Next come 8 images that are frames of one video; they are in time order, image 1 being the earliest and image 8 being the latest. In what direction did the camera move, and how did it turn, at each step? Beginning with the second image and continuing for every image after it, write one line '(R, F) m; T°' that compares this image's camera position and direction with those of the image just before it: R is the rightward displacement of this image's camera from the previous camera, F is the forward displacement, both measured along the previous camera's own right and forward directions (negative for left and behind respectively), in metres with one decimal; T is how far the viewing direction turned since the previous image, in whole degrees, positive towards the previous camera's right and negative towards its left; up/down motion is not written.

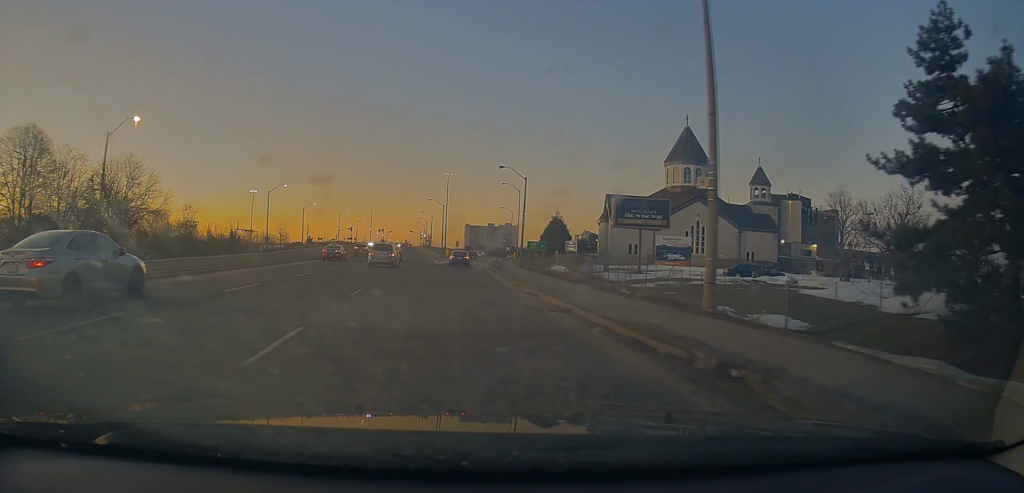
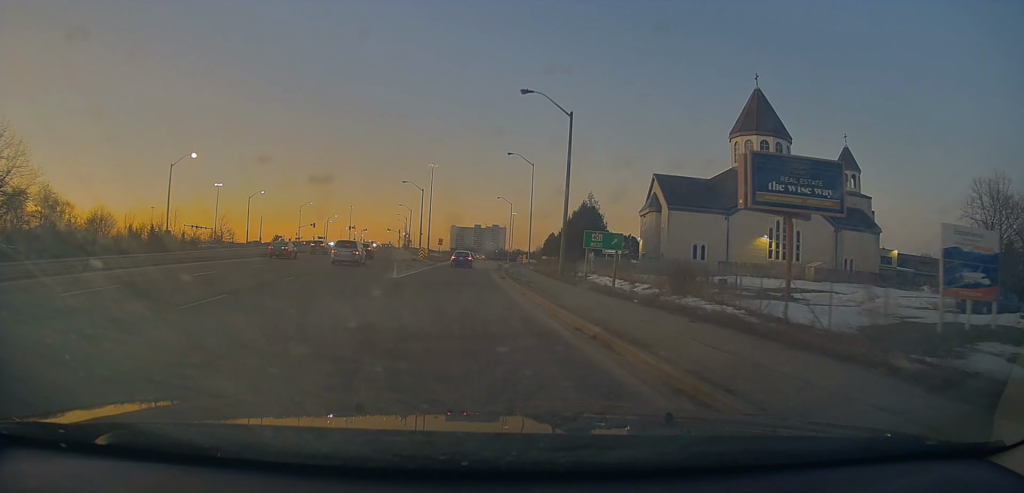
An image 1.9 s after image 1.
(+0.5, +31.2) m; +1°
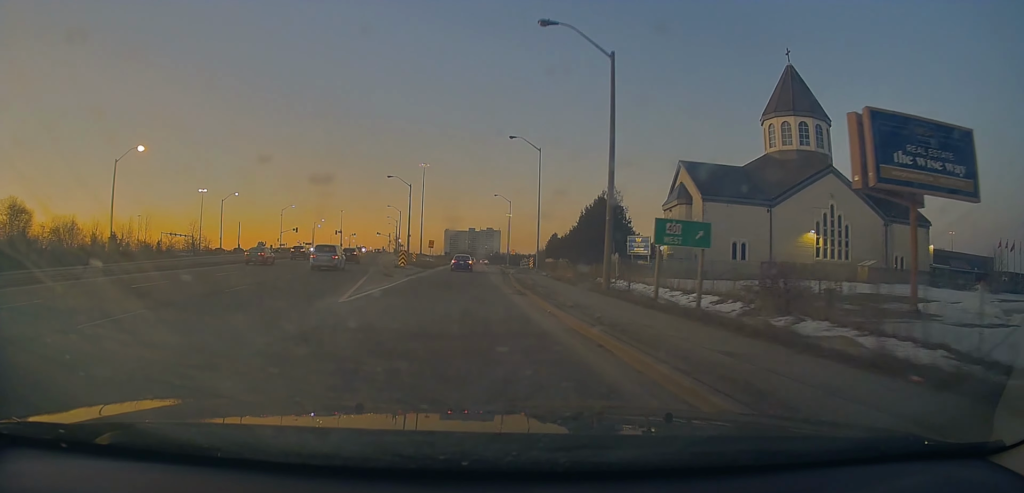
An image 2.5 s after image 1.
(0.0, +11.0) m; 0°
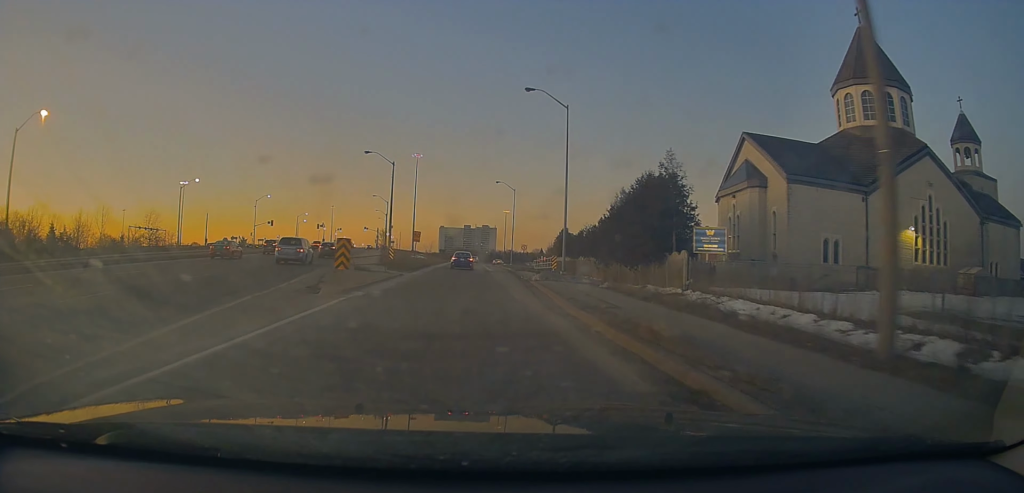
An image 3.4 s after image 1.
(-0.2, +16.1) m; +1°
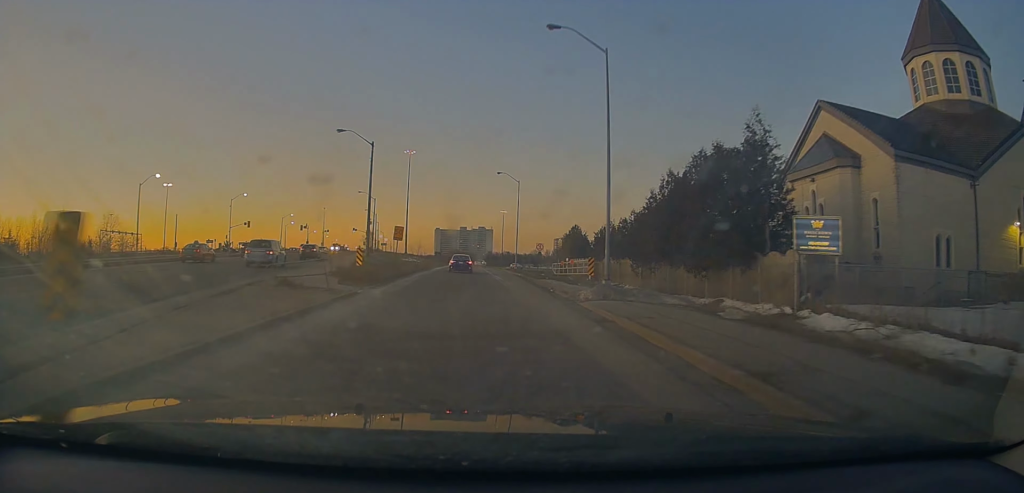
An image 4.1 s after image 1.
(+0.4, +12.8) m; +1°
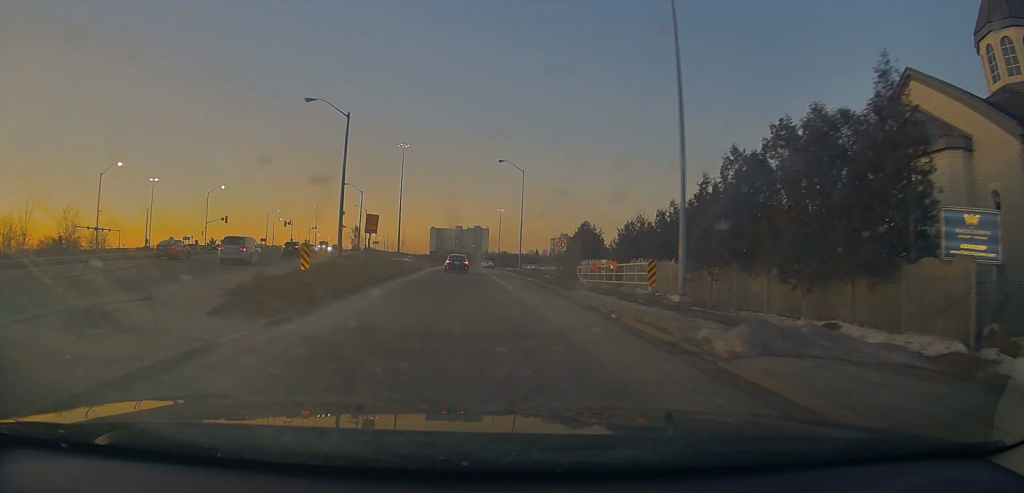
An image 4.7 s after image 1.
(0.0, +10.2) m; +1°
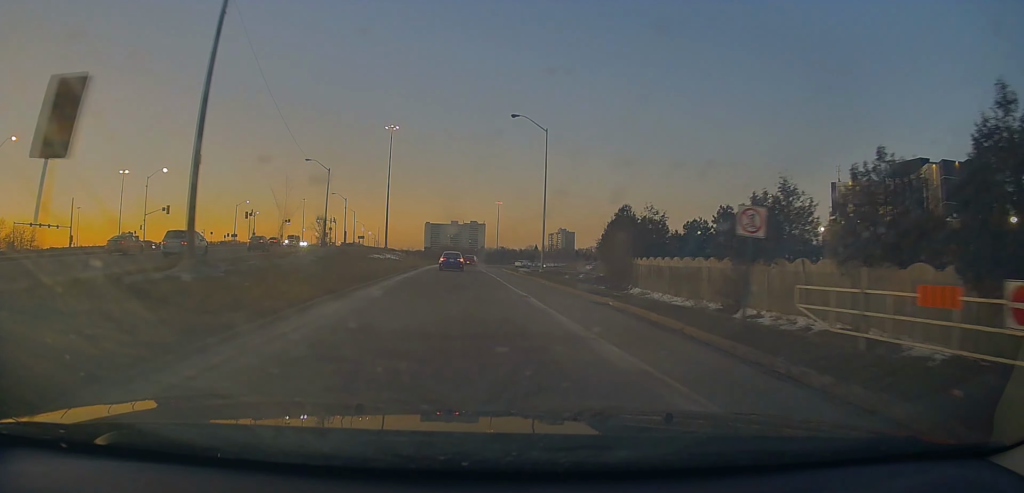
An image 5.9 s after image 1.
(+0.3, +22.2) m; +1°
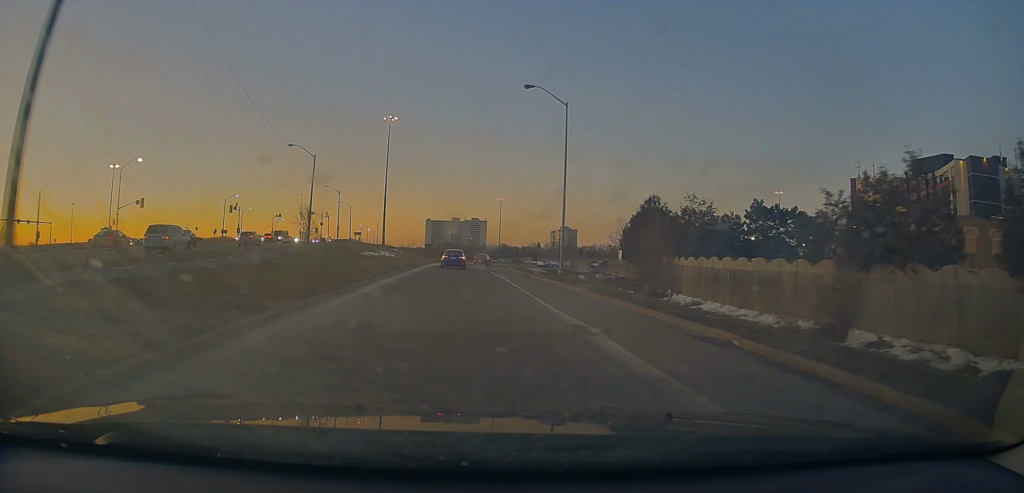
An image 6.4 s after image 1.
(+0.1, +8.6) m; 0°
